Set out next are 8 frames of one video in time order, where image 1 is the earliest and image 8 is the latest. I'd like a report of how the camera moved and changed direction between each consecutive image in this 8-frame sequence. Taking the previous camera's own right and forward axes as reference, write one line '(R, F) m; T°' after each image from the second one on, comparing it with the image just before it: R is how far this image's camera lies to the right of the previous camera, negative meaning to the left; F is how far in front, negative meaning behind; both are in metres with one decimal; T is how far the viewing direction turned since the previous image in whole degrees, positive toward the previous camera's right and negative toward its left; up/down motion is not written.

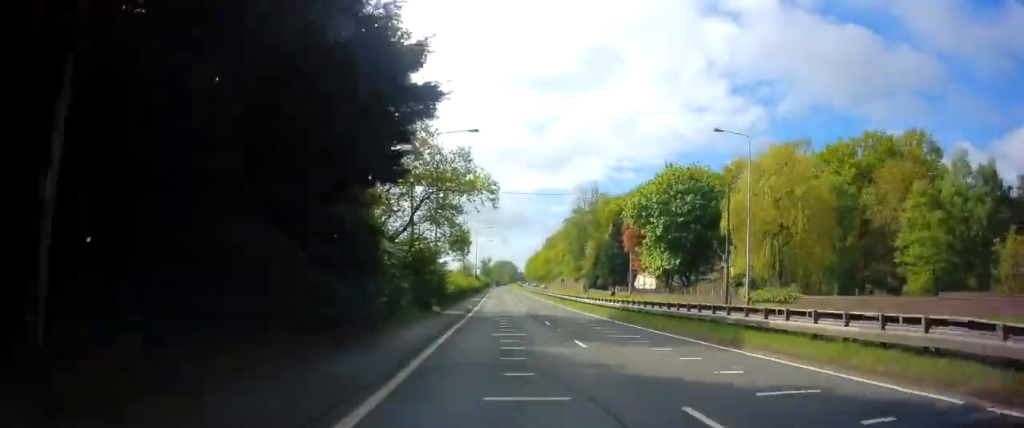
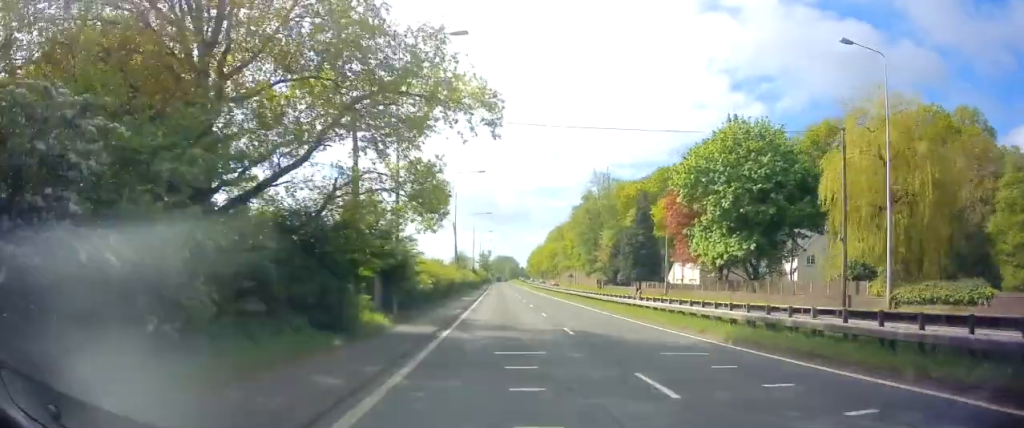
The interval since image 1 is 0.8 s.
(0.0, +15.6) m; 0°
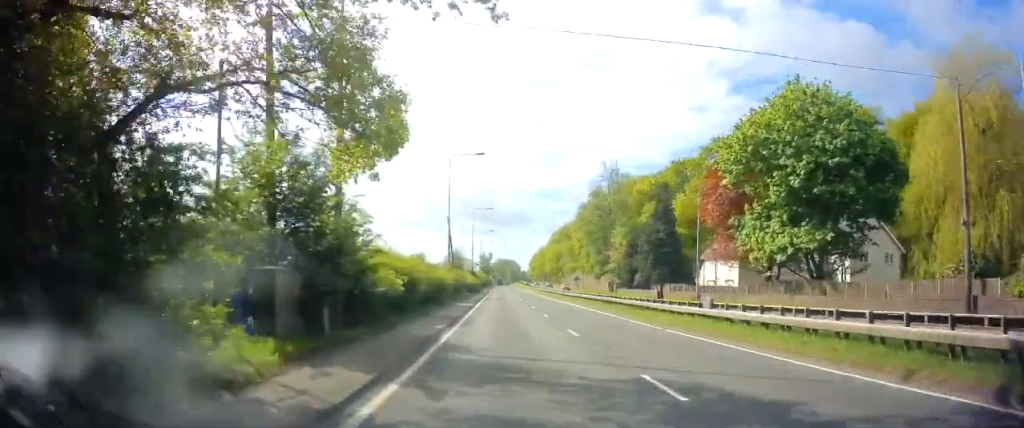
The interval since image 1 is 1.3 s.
(+0.1, +9.1) m; 0°
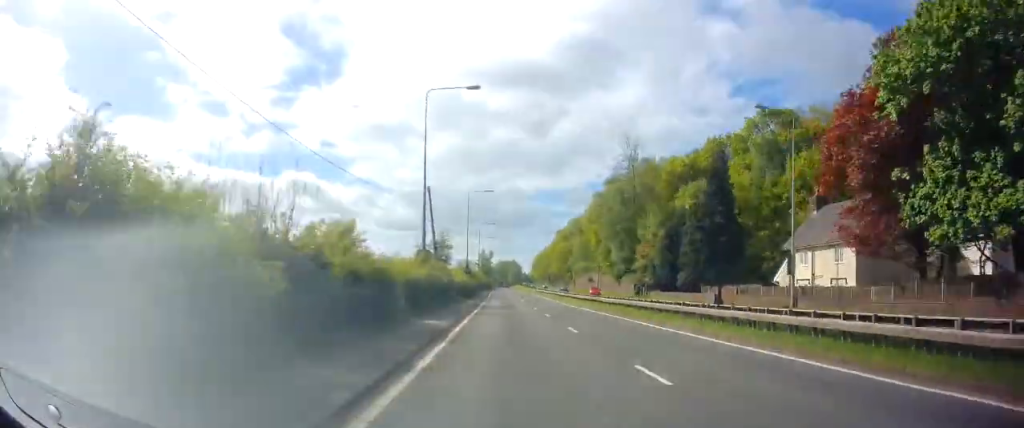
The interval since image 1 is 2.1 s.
(-0.2, +16.9) m; 0°
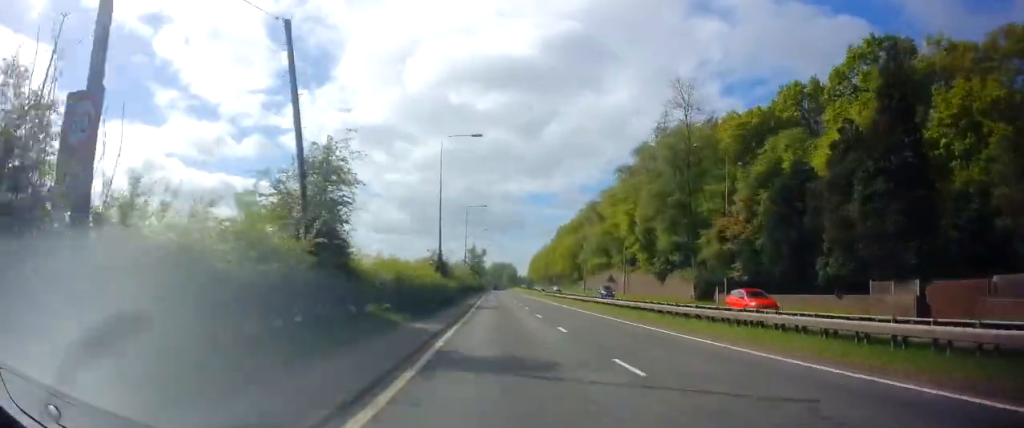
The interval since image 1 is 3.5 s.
(+0.1, +25.9) m; +1°
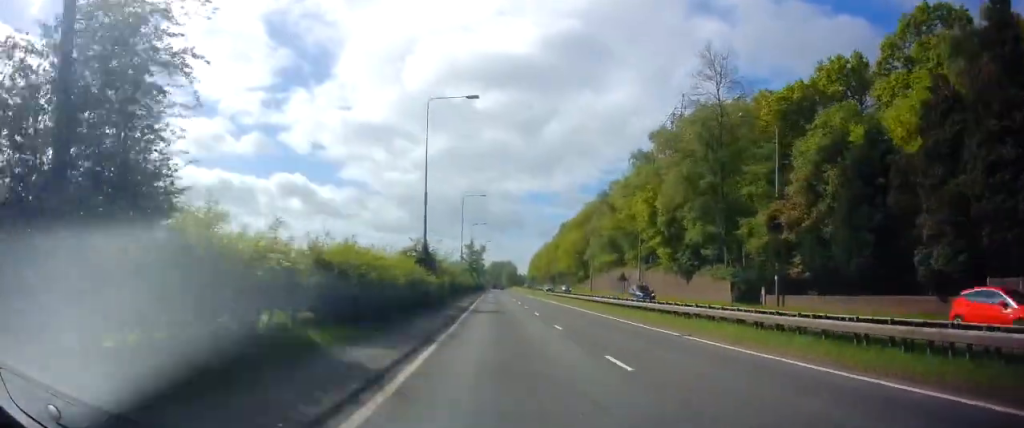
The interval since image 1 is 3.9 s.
(+0.1, +8.4) m; 0°
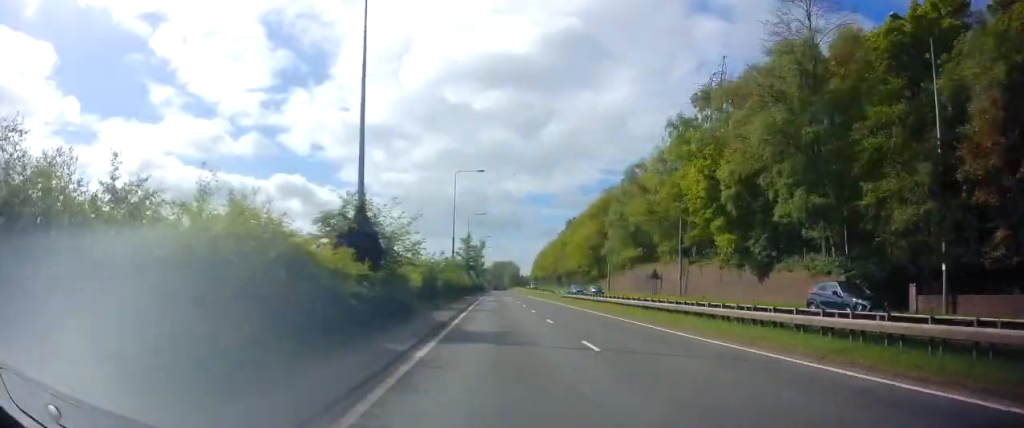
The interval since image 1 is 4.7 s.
(+0.1, +15.6) m; 0°
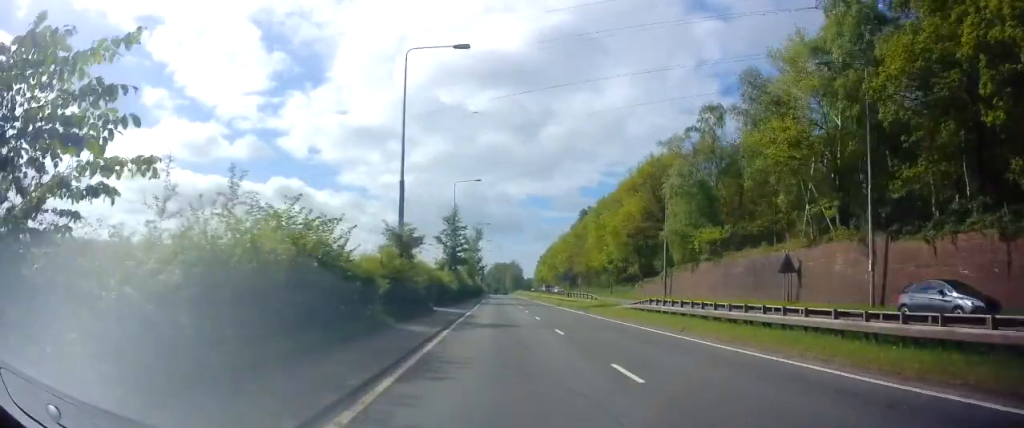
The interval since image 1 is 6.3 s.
(-0.4, +30.7) m; -1°
